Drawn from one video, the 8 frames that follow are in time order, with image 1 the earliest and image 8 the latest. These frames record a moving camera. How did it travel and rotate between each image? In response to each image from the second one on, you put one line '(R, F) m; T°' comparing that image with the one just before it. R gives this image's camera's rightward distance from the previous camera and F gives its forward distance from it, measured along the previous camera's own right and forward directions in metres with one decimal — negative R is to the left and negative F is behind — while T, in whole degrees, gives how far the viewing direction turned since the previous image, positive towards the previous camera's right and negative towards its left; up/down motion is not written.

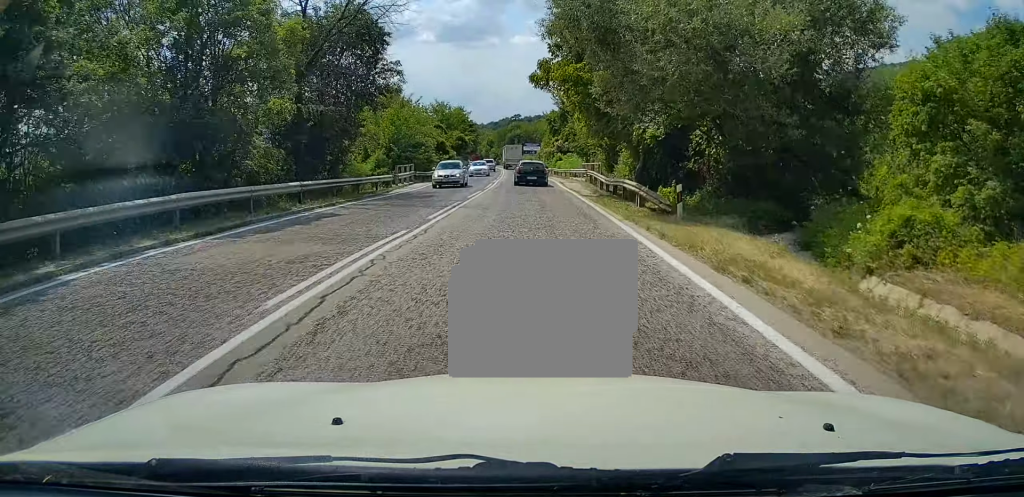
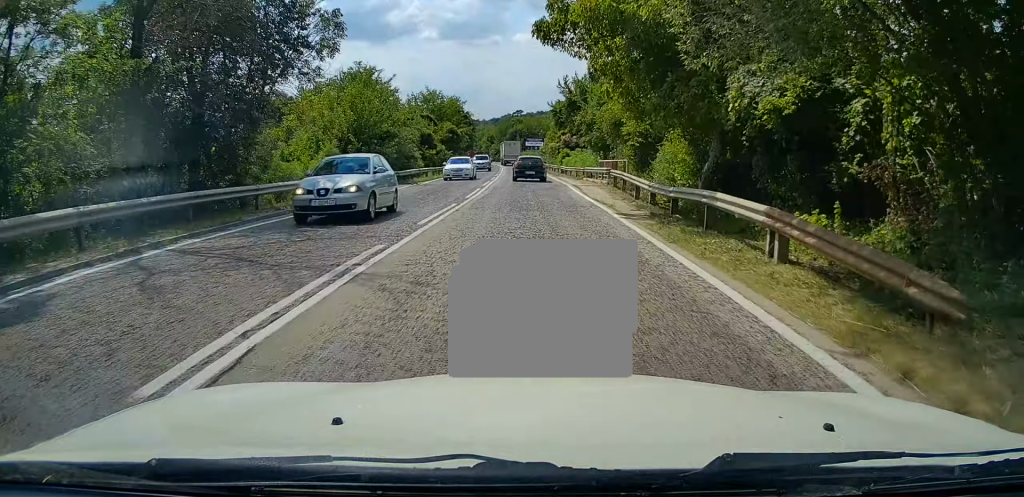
(0.0, +10.8) m; 0°
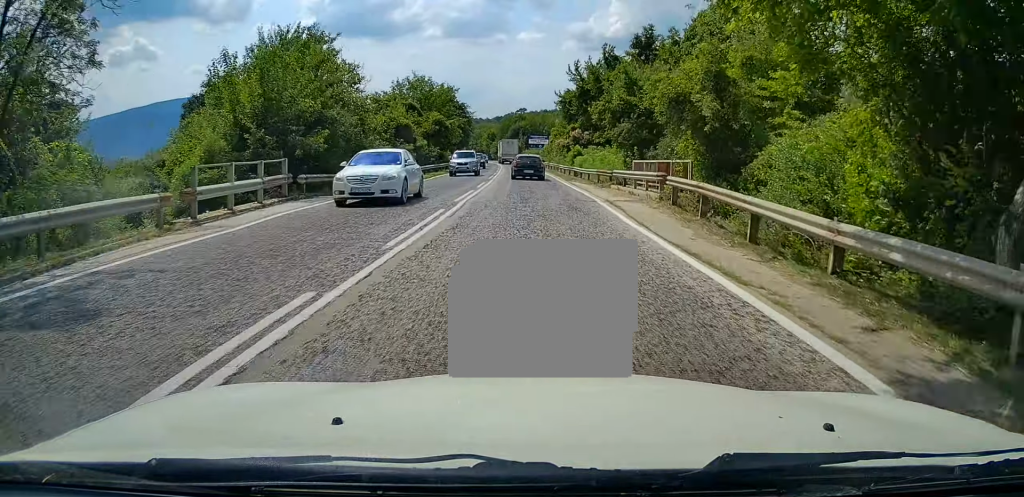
(0.0, +12.3) m; 0°
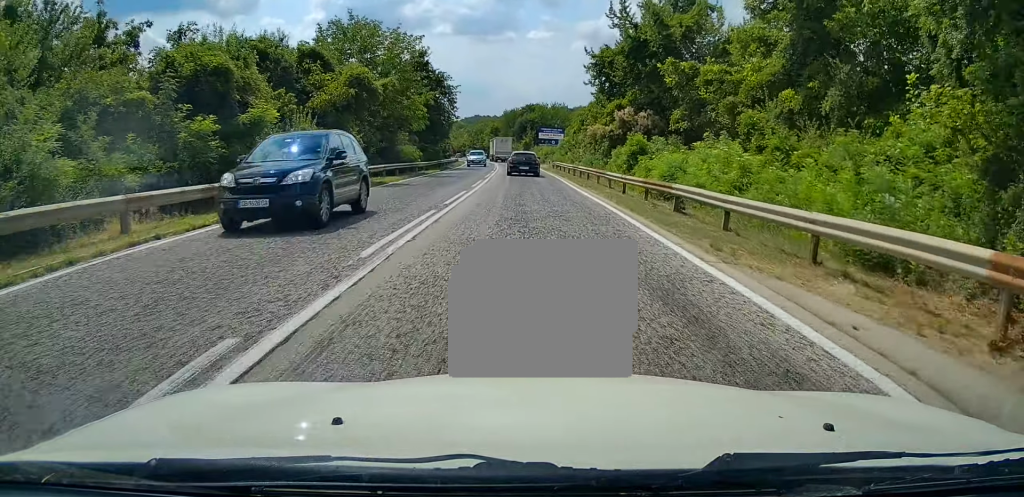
(-0.2, +29.2) m; -1°
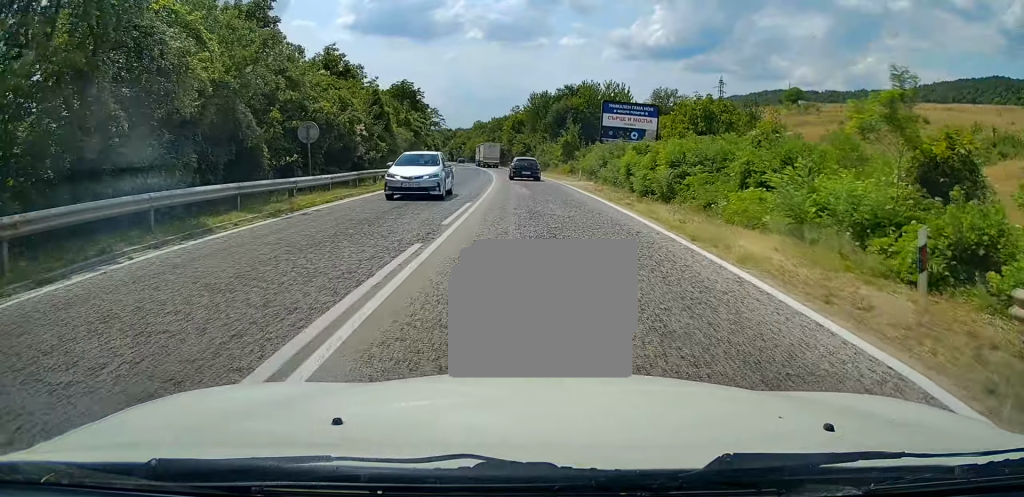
(-1.6, +56.8) m; -2°
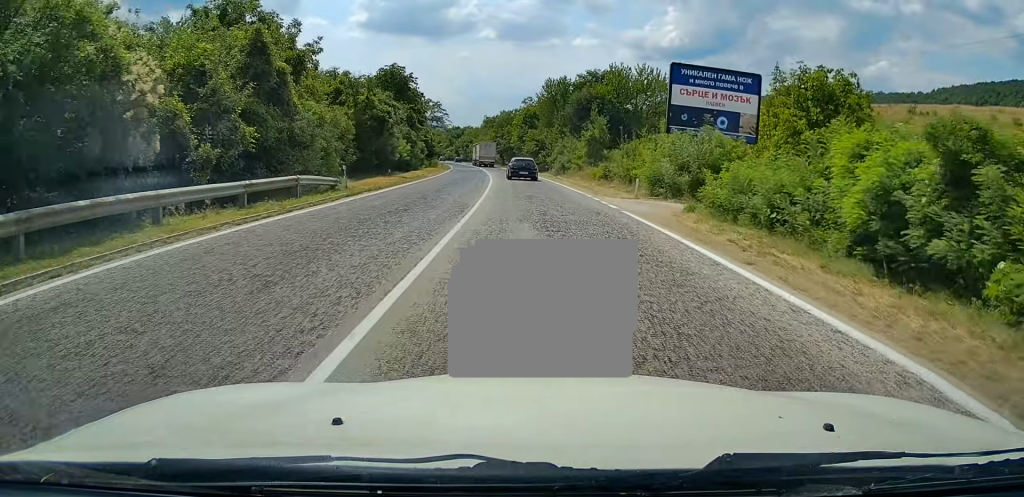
(-0.1, +18.8) m; -1°
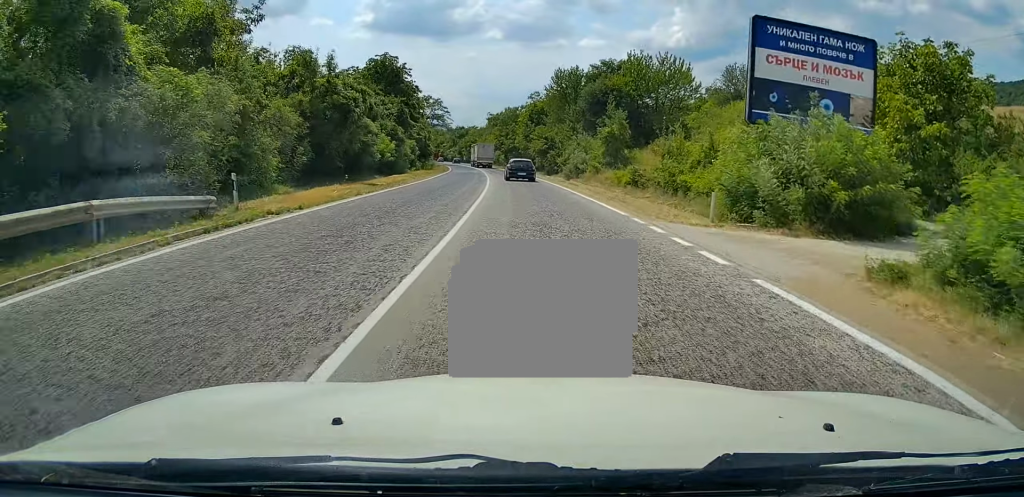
(+0.1, +9.8) m; -1°
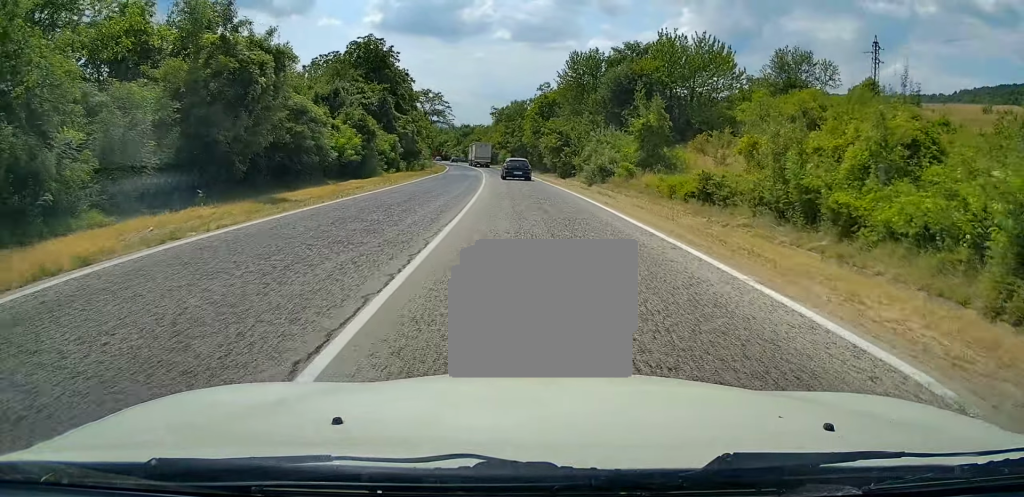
(-0.2, +12.8) m; -1°
